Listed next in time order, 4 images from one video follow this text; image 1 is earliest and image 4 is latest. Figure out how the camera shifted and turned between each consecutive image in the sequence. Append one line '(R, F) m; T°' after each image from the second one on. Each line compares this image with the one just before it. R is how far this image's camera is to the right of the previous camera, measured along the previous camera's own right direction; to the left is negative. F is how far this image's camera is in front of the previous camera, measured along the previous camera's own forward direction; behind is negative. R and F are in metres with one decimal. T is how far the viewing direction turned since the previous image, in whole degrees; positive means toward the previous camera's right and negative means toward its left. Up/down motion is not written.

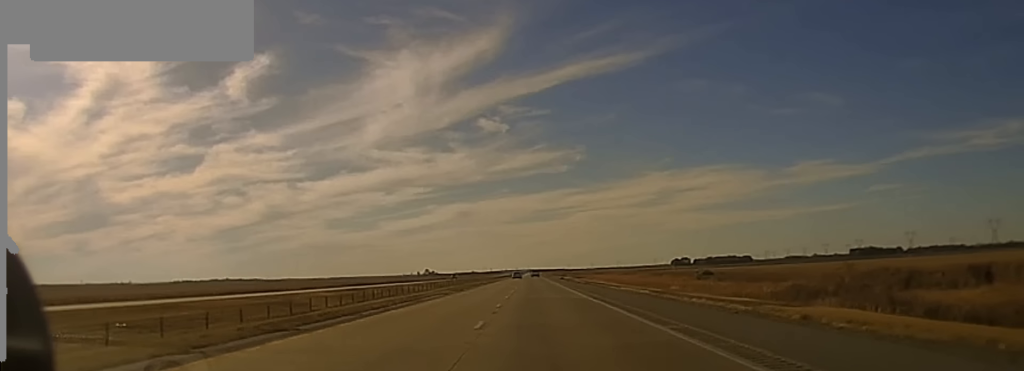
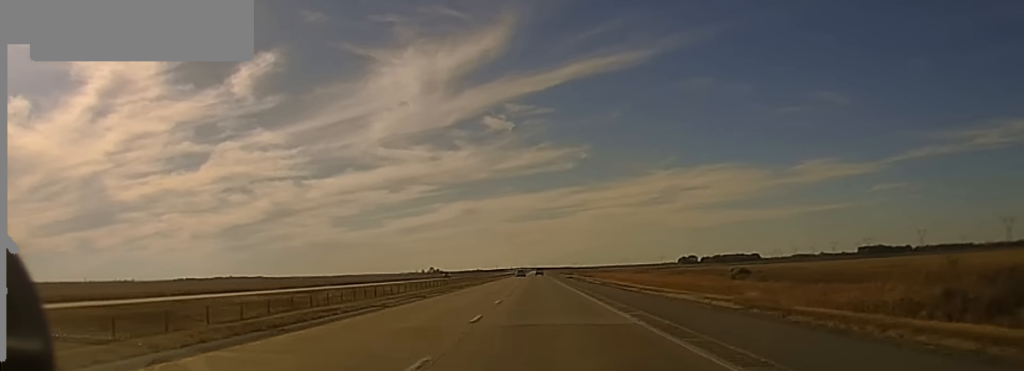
(0.0, +19.6) m; 0°
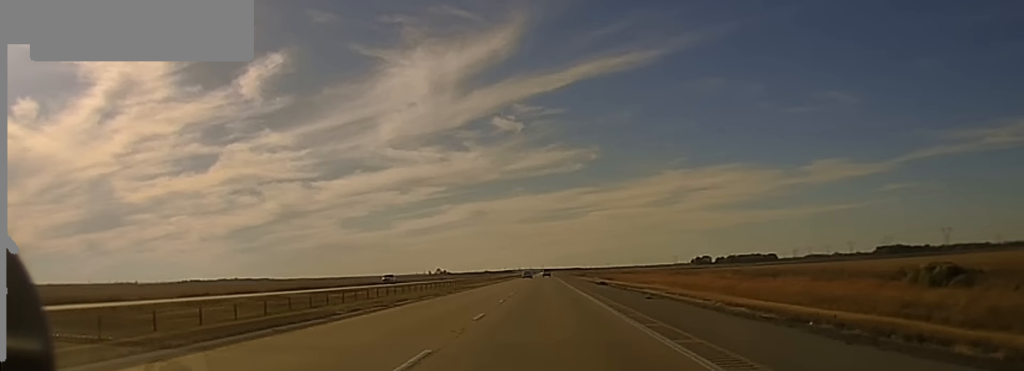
(-0.4, +52.0) m; 0°
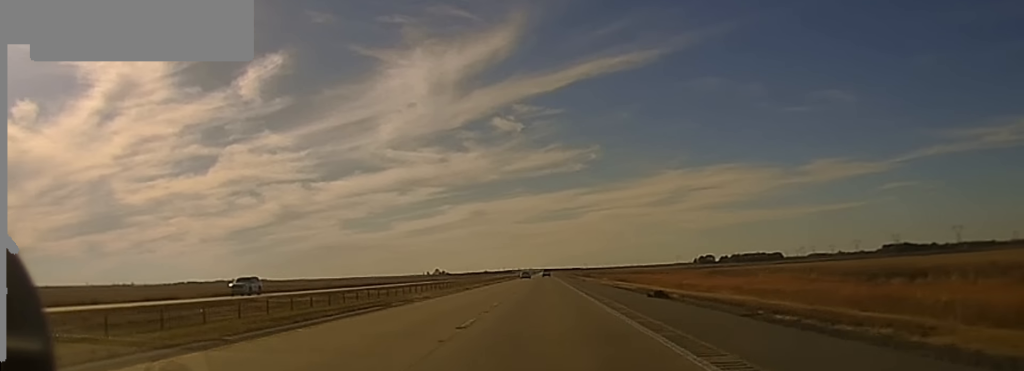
(+0.1, +38.2) m; -1°
